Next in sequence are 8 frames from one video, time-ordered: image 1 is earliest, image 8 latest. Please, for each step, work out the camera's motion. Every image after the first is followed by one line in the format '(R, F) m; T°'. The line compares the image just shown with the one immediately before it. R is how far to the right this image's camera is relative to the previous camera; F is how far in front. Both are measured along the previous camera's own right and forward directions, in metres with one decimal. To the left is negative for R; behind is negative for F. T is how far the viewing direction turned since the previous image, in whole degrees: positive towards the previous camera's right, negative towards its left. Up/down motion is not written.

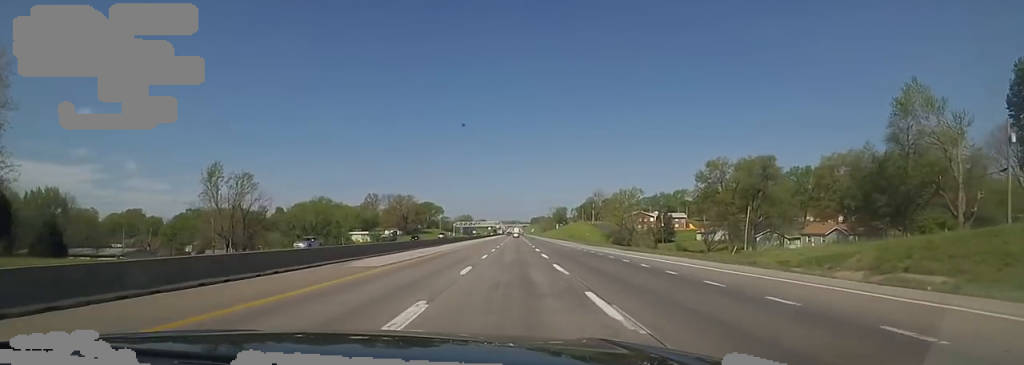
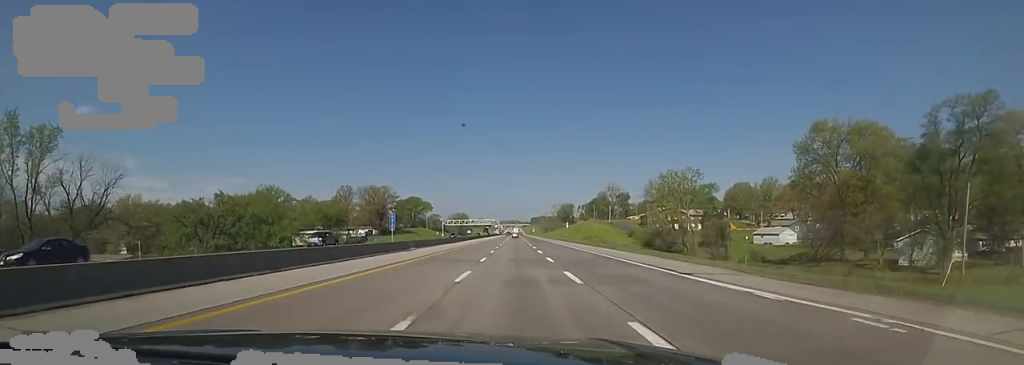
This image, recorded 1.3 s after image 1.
(+0.8, +42.4) m; +2°
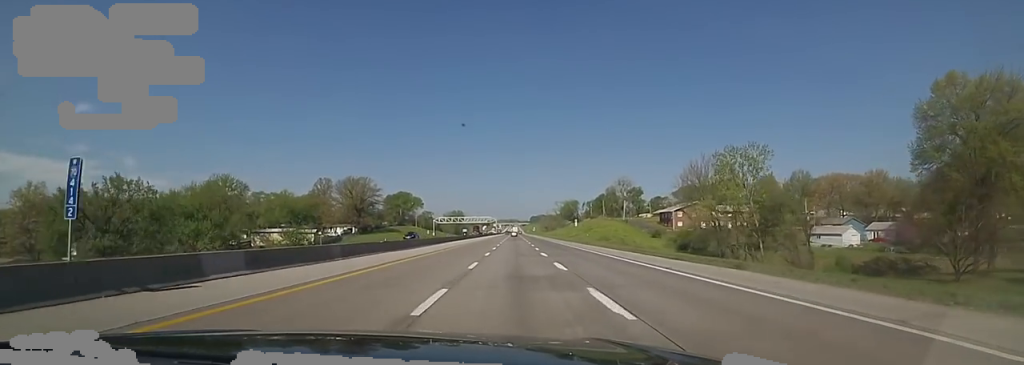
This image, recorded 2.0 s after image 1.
(+0.1, +25.7) m; 0°
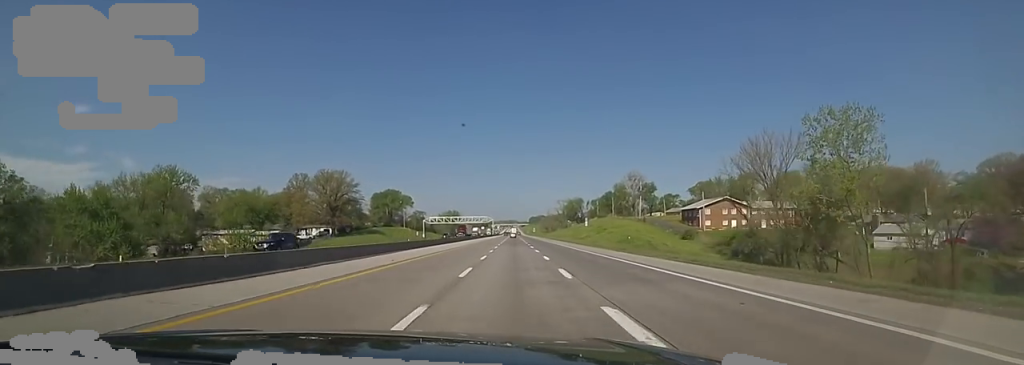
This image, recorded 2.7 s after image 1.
(0.0, +22.4) m; 0°
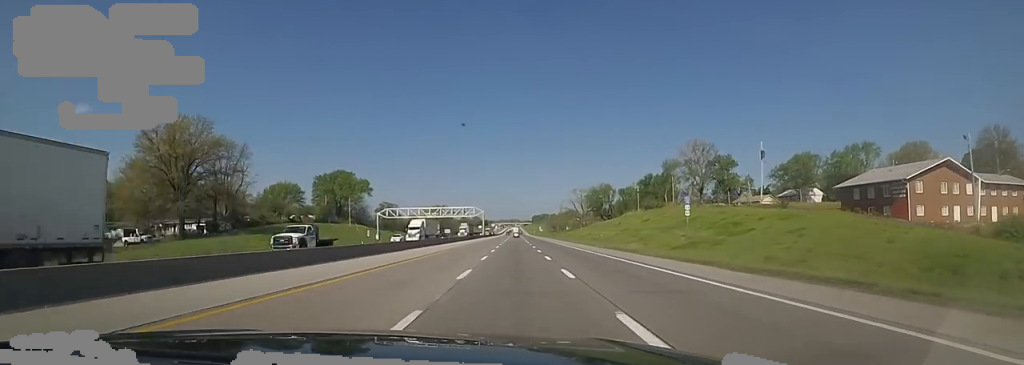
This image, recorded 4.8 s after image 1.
(0.0, +70.5) m; -1°
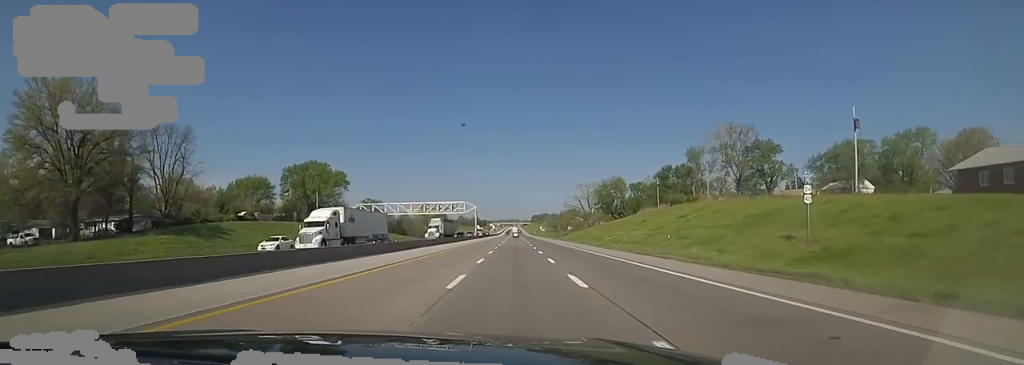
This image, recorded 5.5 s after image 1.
(+0.1, +22.4) m; -1°
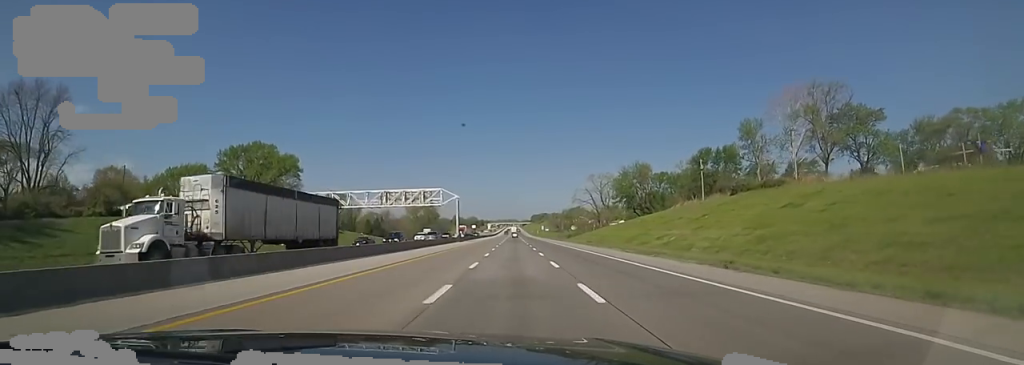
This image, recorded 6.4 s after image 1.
(-1.3, +32.5) m; 0°
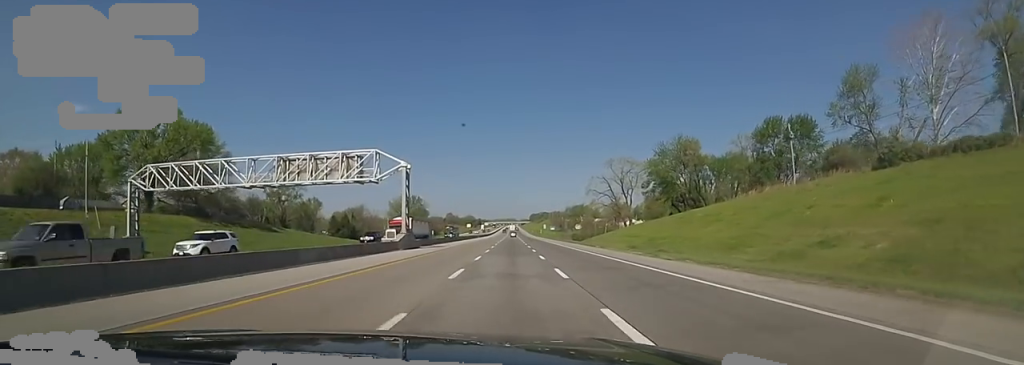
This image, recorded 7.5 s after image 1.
(+1.5, +34.7) m; +2°
